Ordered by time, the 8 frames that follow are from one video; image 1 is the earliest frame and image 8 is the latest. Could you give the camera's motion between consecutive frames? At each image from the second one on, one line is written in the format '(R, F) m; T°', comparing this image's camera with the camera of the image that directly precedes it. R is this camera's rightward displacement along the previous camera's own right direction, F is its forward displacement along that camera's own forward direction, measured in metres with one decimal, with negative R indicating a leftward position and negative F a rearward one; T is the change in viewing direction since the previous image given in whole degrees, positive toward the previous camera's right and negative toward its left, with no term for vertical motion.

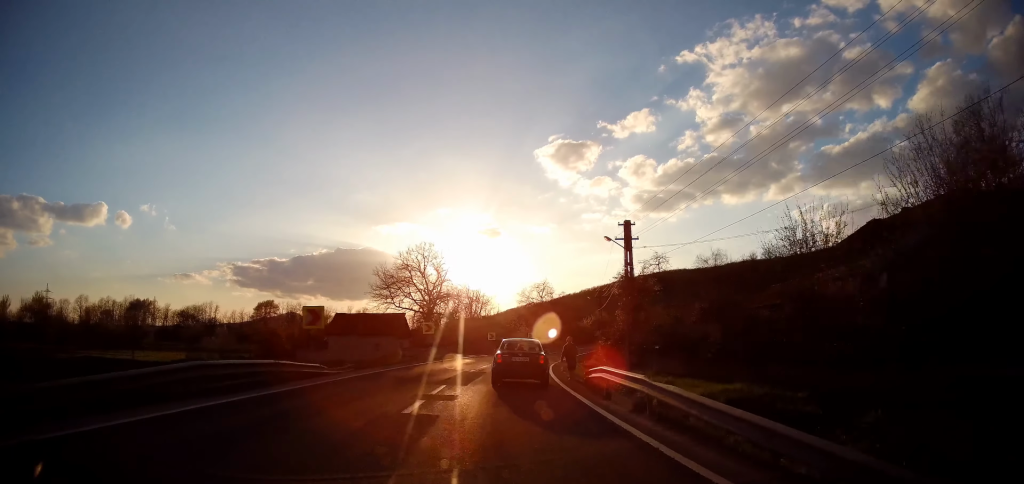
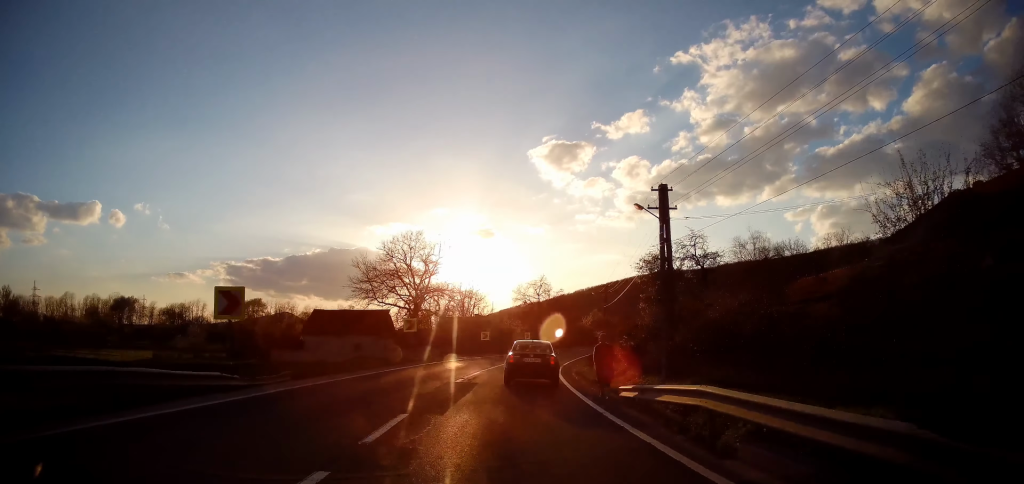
(0.0, +7.0) m; 0°
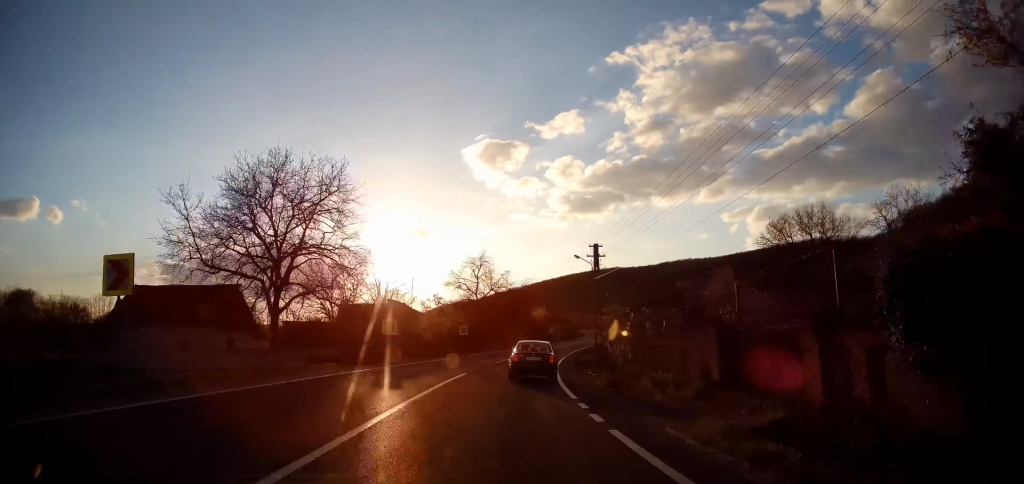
(+0.4, +24.5) m; +5°
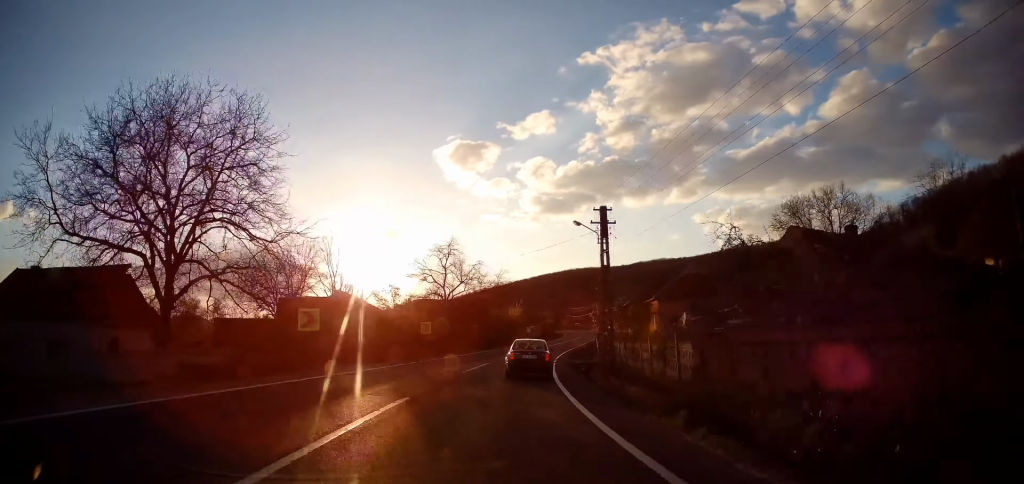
(+0.2, +9.8) m; +3°
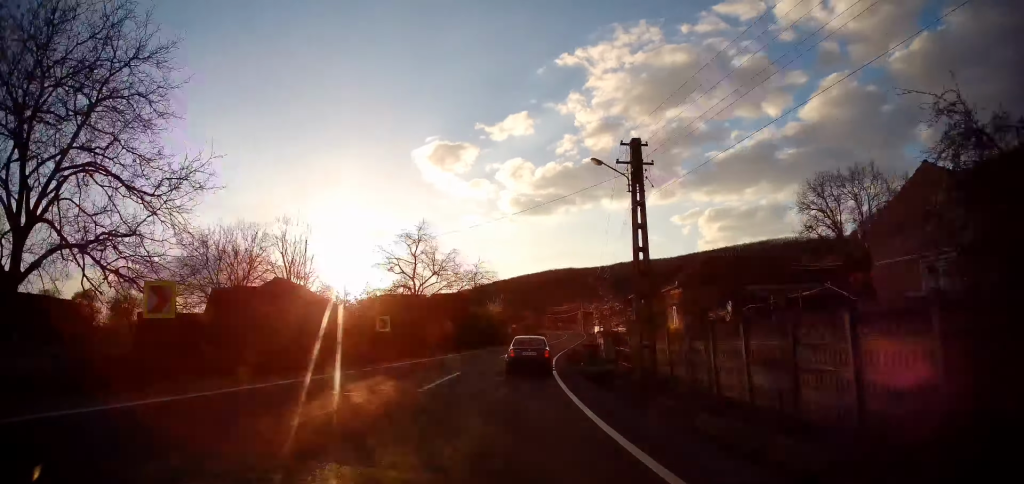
(+0.3, +8.9) m; +2°
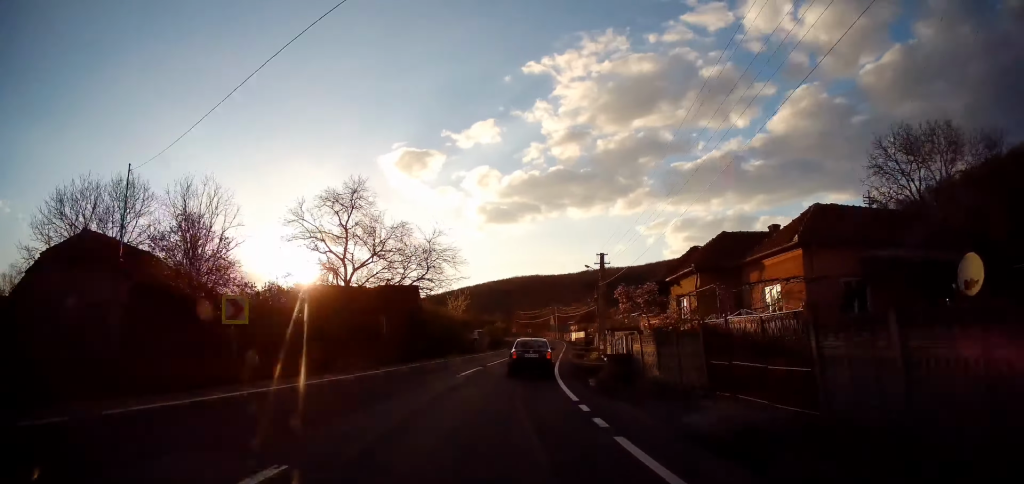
(+0.4, +15.3) m; +3°
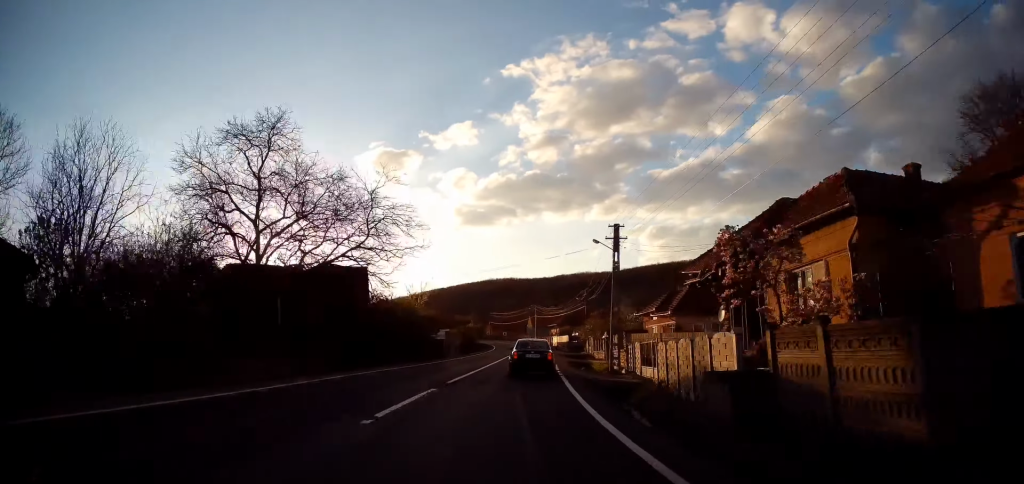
(+0.2, +11.9) m; +2°
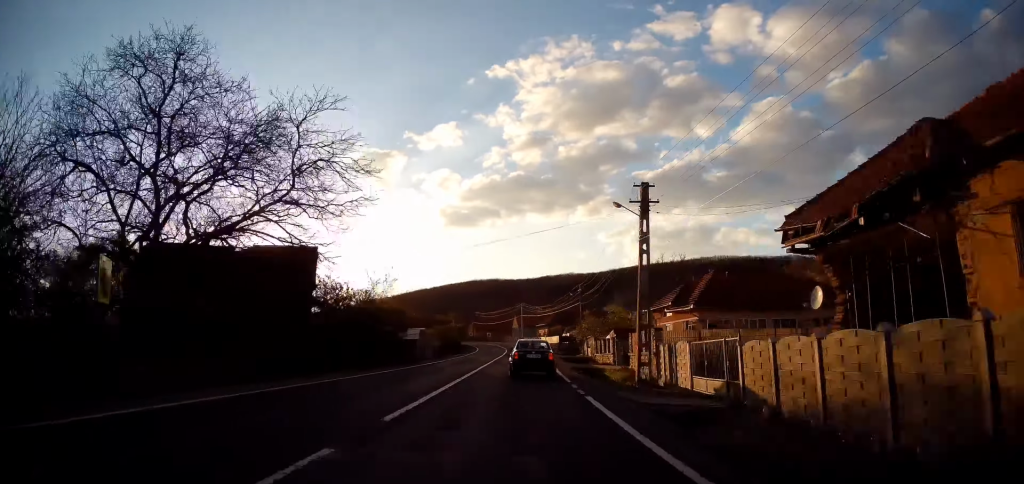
(+0.1, +8.2) m; +2°
